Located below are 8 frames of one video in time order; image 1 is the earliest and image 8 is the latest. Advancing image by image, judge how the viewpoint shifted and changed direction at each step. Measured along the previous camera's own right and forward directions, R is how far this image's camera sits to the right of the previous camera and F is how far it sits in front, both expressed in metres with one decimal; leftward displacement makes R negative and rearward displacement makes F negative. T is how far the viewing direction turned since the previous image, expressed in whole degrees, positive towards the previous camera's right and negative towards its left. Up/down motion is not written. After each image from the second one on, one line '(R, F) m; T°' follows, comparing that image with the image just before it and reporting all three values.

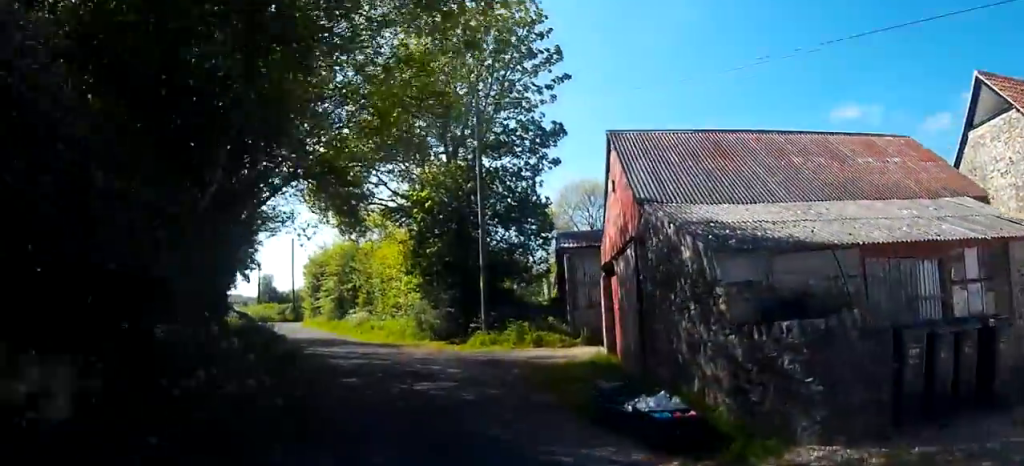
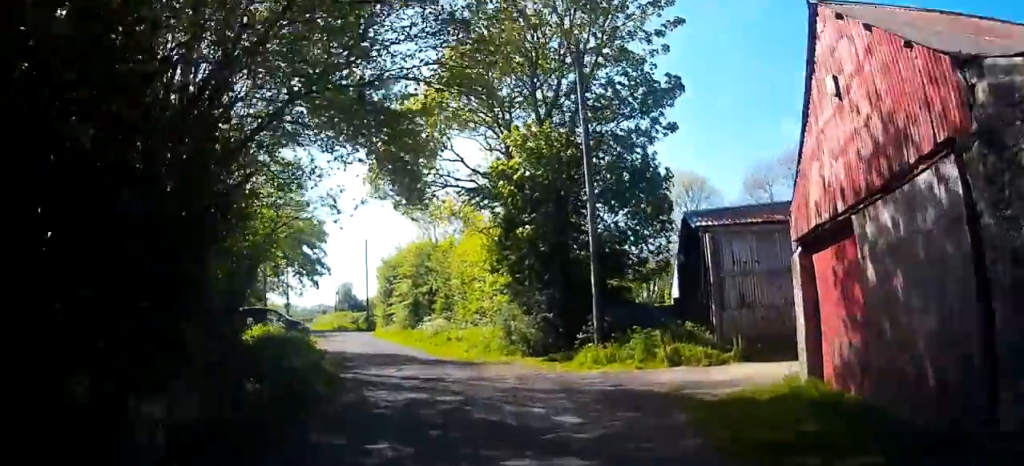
(-0.5, +5.7) m; -5°
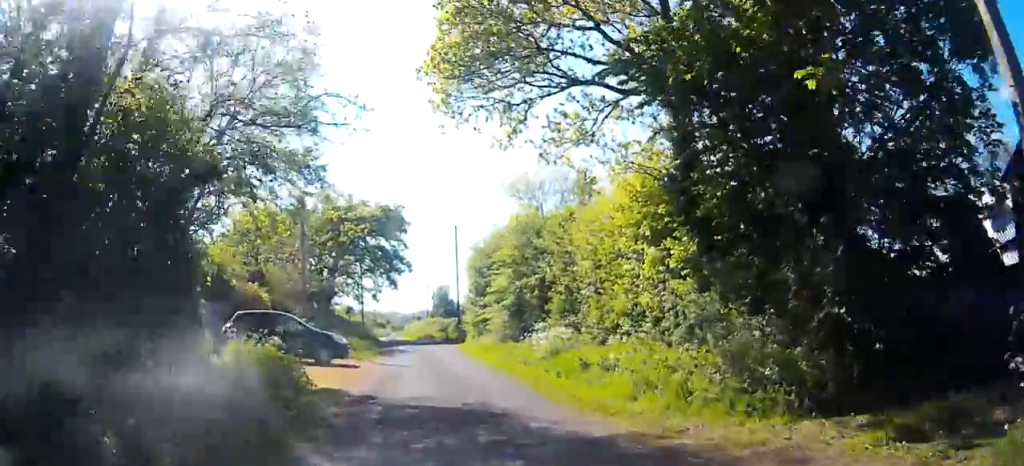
(-0.7, +11.2) m; -12°
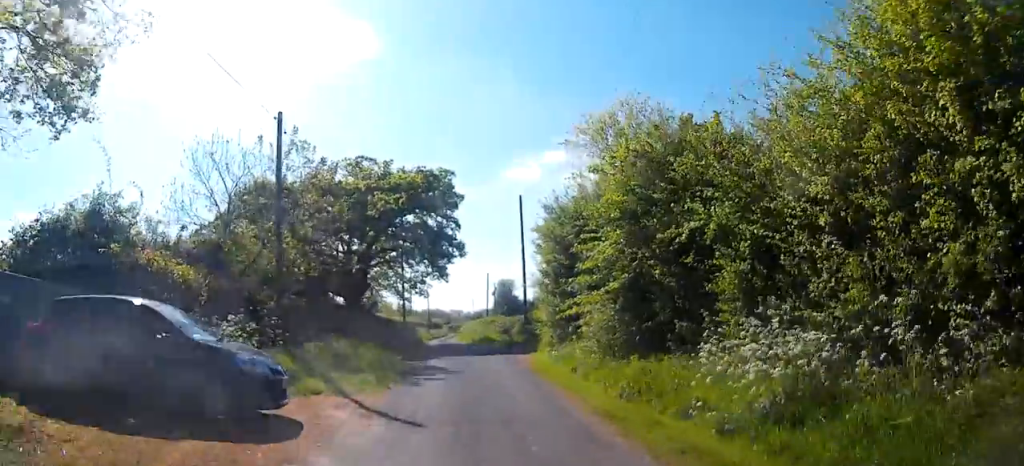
(-1.8, +10.4) m; -15°
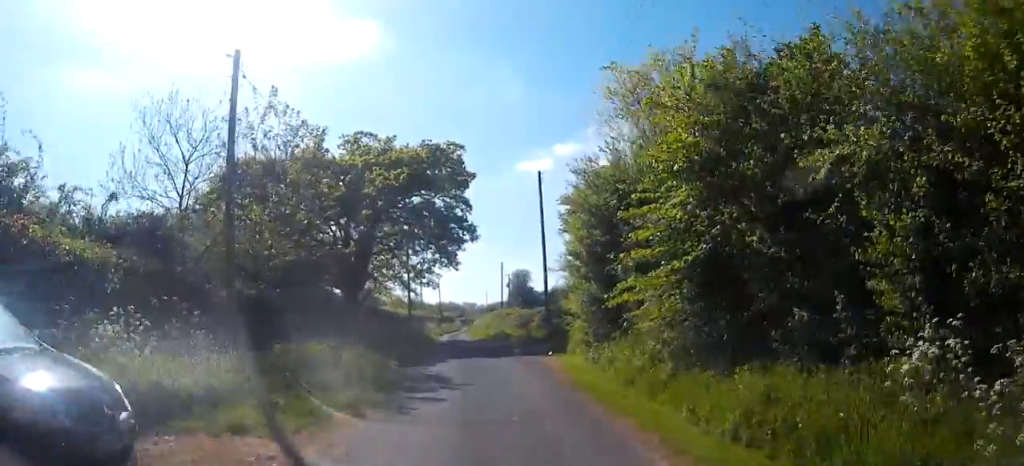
(-0.3, +4.3) m; -3°
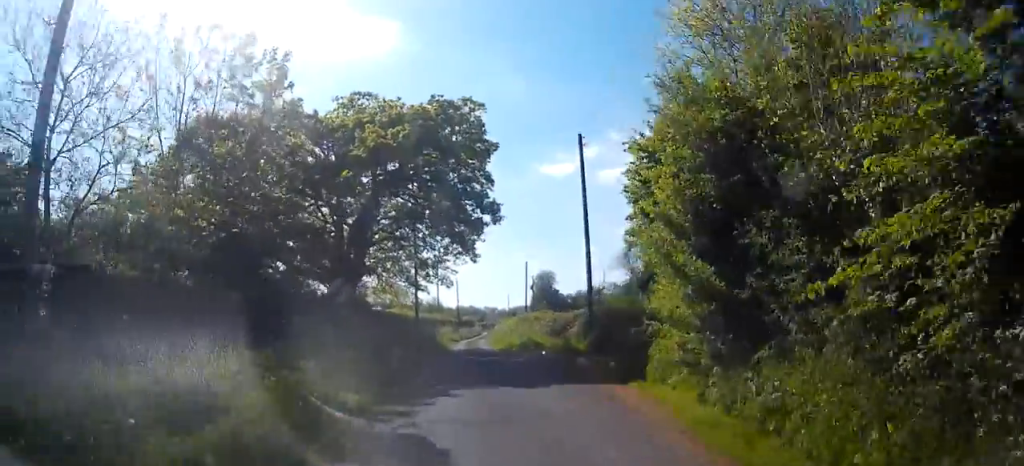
(-0.2, +7.1) m; -1°
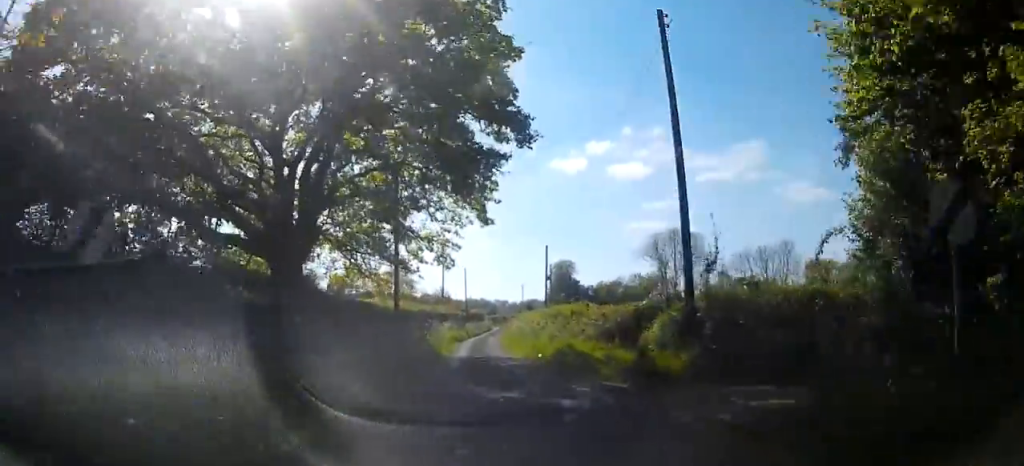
(0.0, +10.7) m; +1°
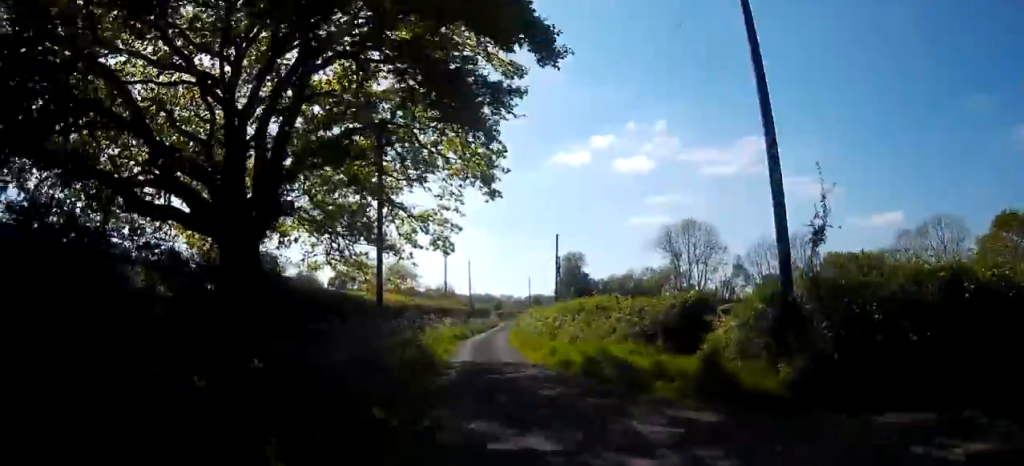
(-0.1, +4.3) m; +1°
